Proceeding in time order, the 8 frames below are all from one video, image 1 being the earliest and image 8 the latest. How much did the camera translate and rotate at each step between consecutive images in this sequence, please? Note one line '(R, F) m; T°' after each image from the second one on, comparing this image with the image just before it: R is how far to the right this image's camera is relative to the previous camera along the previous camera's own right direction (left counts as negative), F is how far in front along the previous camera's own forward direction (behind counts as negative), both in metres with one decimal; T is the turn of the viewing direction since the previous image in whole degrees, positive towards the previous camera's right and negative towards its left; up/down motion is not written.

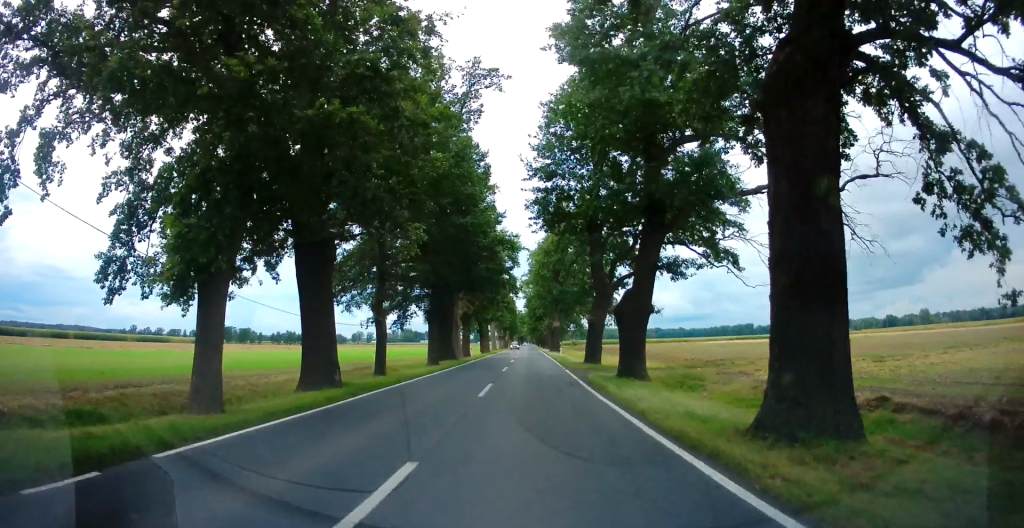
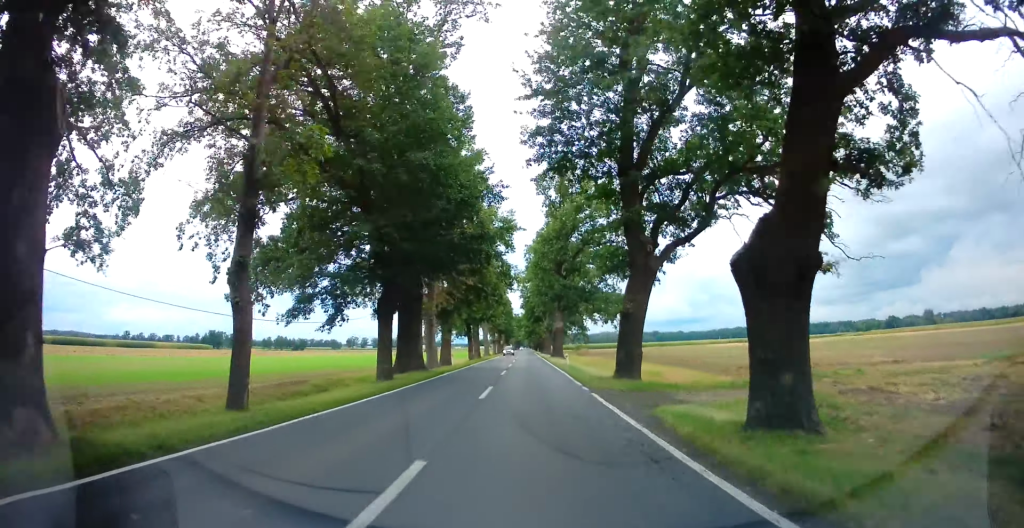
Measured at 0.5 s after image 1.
(-0.2, +11.4) m; 0°
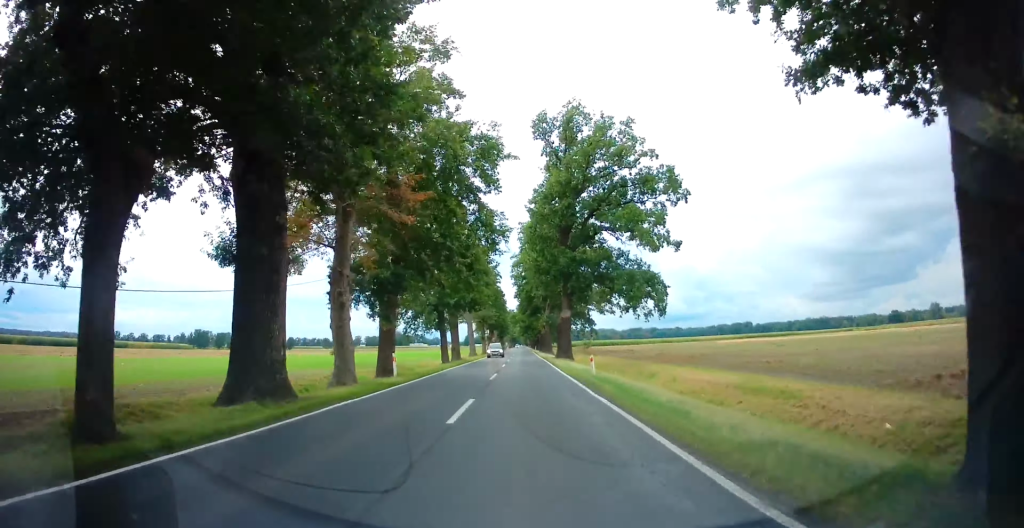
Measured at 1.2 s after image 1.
(-0.1, +16.9) m; 0°
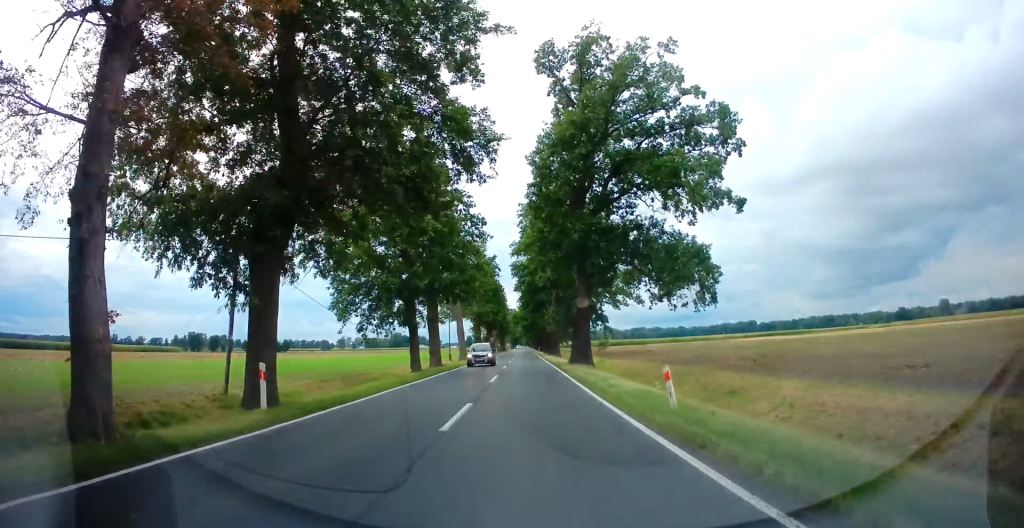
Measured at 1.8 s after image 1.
(+0.1, +12.4) m; +1°
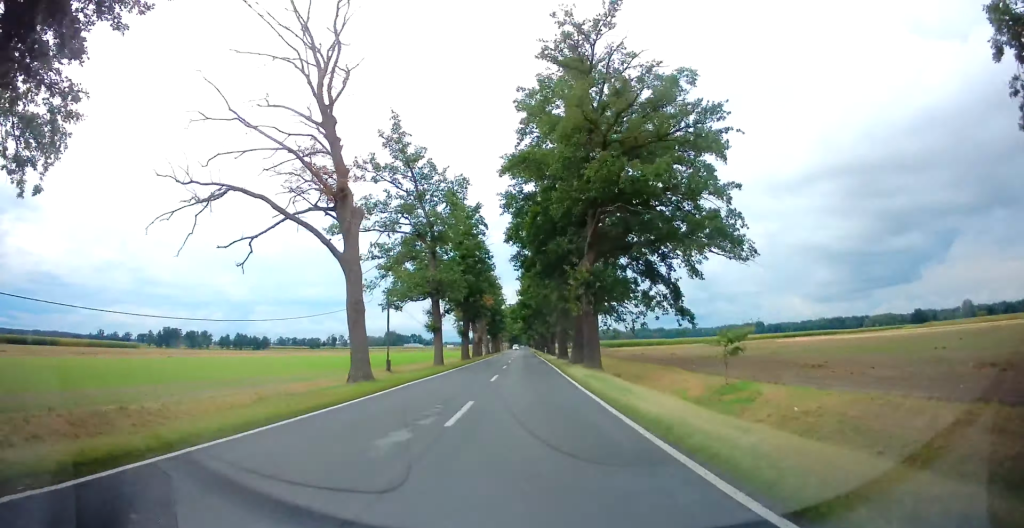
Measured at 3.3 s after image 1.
(+0.4, +35.4) m; +1°
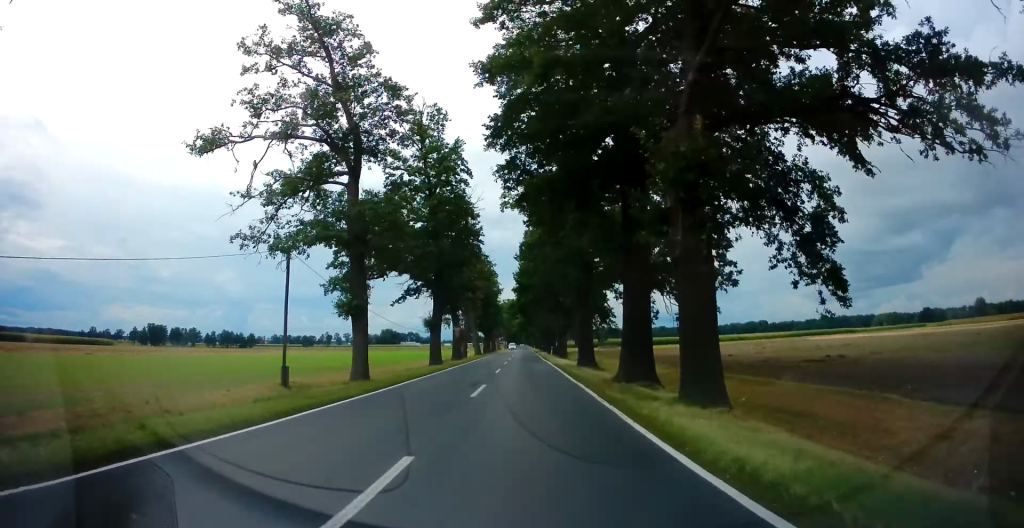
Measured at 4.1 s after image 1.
(+0.1, +19.0) m; 0°
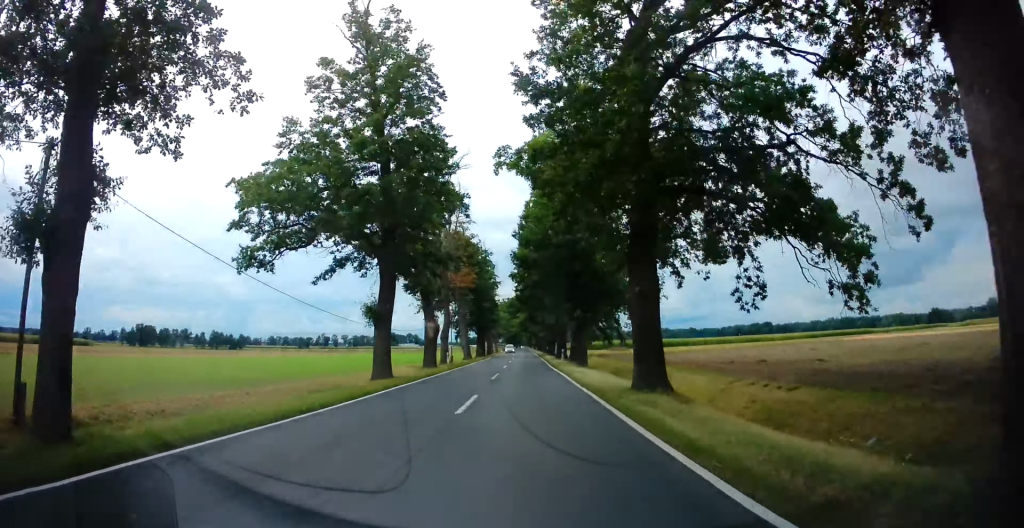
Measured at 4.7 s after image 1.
(-0.2, +15.8) m; -1°
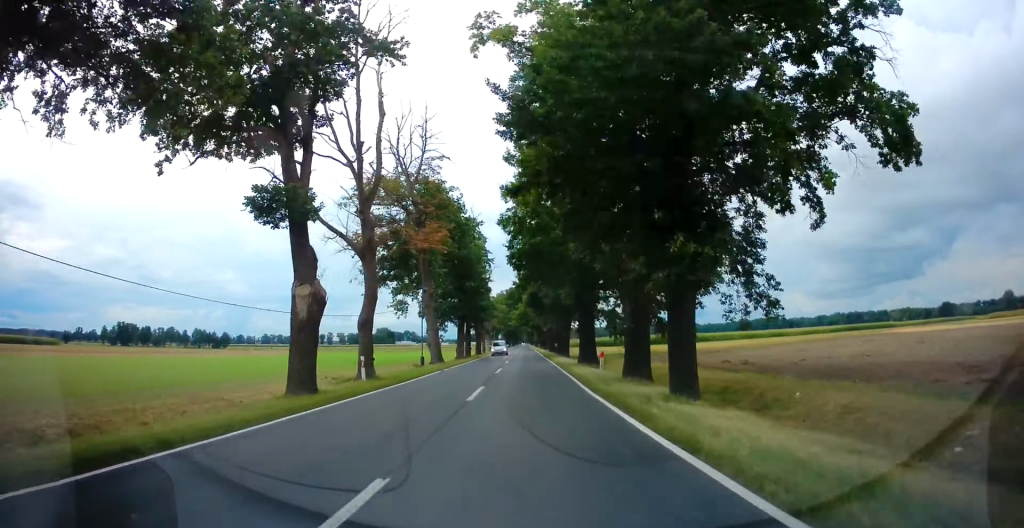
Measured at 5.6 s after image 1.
(-0.1, +21.5) m; 0°
